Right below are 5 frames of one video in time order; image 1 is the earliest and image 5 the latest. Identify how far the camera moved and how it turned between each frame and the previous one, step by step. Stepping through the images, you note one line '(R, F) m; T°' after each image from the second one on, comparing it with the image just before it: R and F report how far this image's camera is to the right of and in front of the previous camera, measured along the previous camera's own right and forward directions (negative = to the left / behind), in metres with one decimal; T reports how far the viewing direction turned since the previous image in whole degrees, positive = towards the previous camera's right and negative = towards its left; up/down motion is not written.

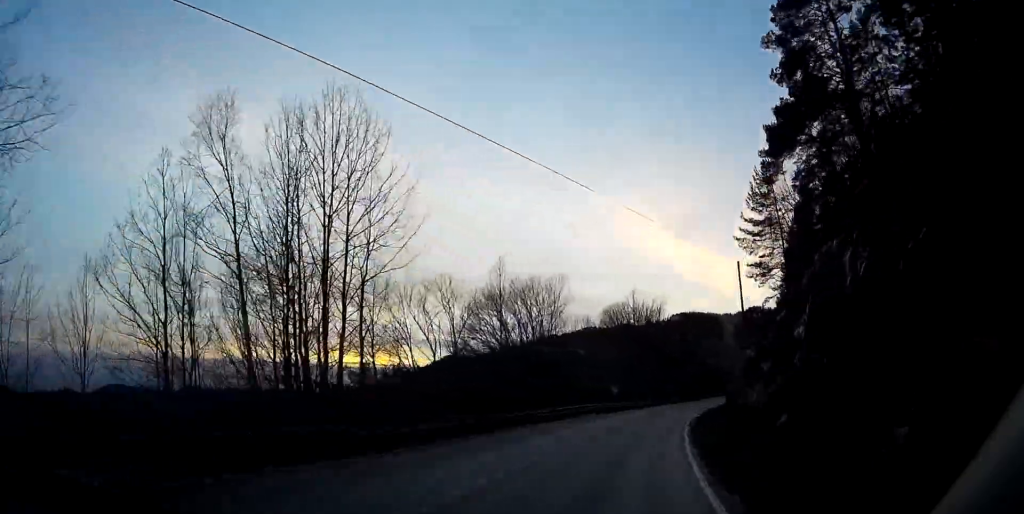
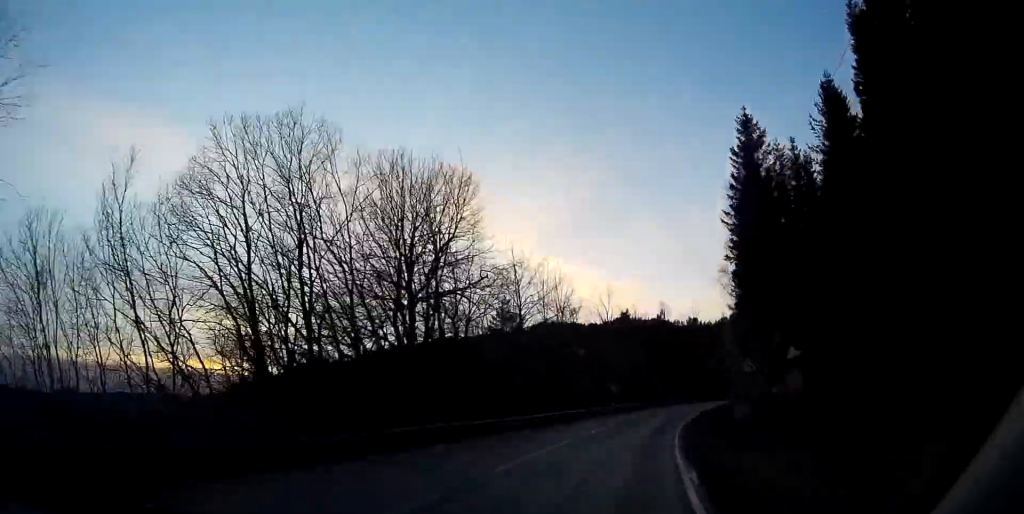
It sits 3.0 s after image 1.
(+2.7, +55.1) m; +7°
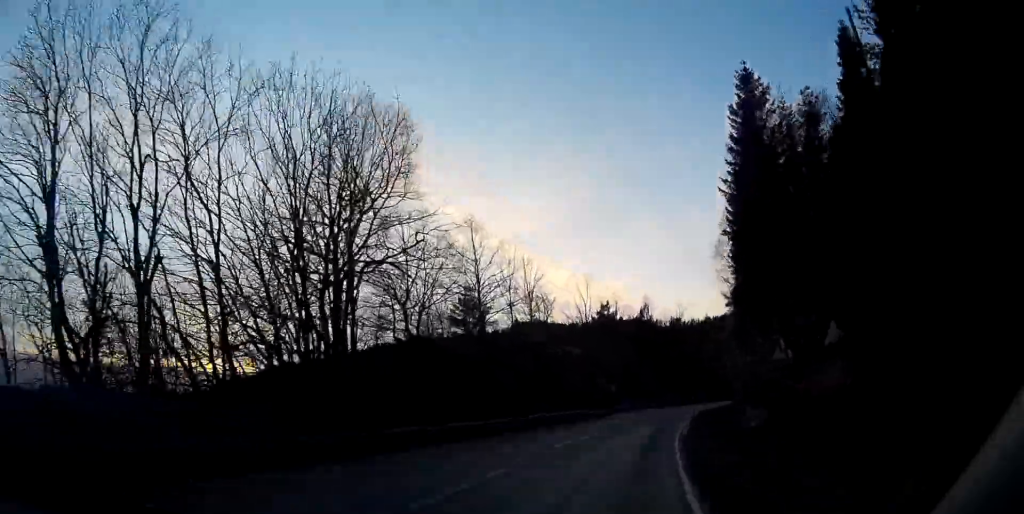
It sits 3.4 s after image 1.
(+0.1, +8.0) m; +1°
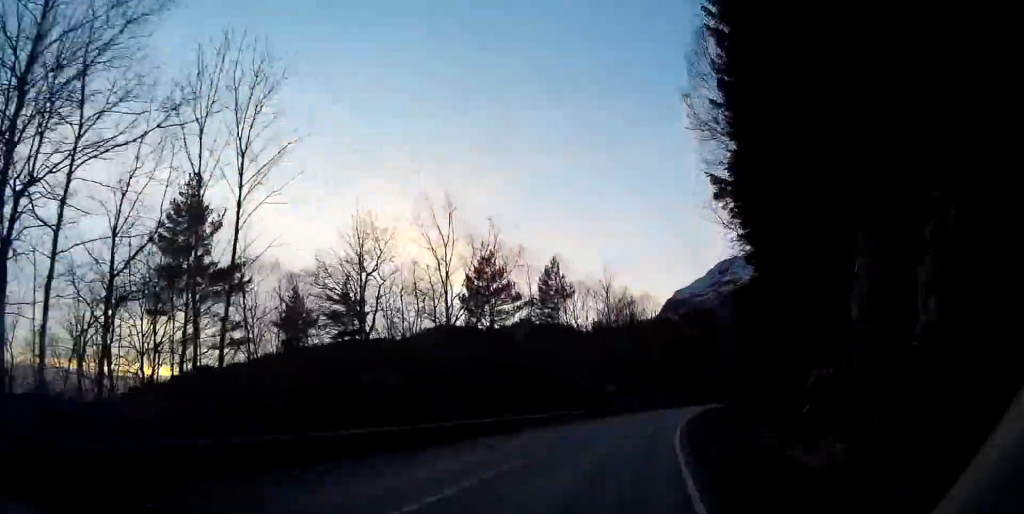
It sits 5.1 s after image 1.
(+1.4, +31.6) m; +5°
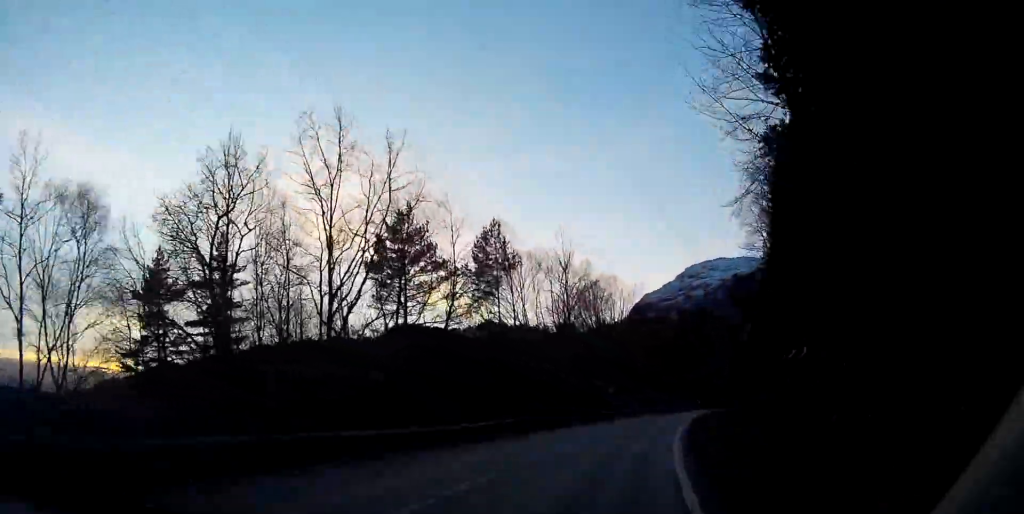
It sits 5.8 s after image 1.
(+0.1, +14.0) m; +3°
